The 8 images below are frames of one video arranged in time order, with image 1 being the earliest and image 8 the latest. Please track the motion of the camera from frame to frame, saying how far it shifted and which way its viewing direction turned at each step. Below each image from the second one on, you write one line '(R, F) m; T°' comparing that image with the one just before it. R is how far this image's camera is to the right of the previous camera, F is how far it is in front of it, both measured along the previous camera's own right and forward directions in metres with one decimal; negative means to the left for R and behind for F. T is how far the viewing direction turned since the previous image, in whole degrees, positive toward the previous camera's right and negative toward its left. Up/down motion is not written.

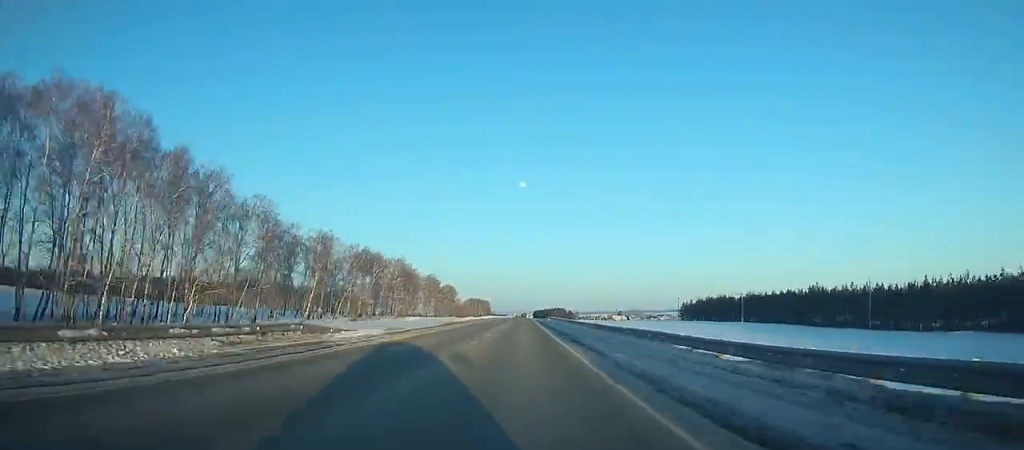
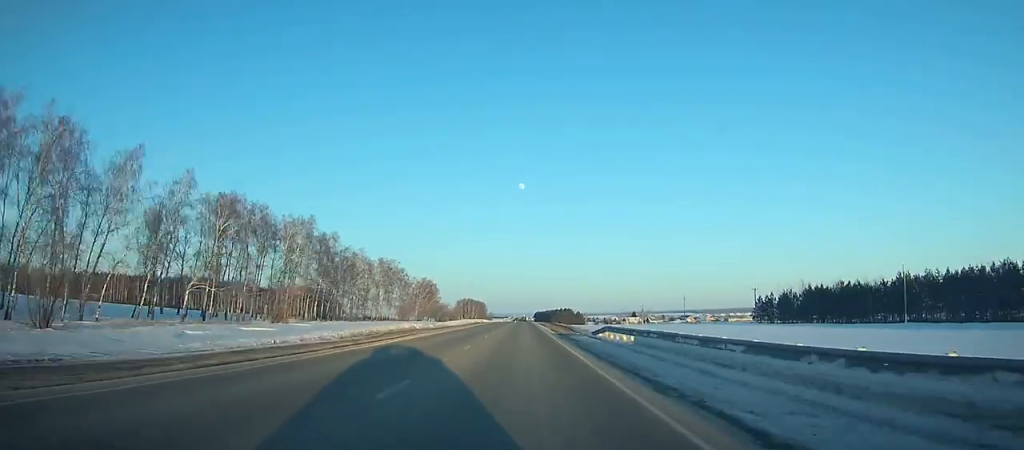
(-0.3, +75.3) m; 0°
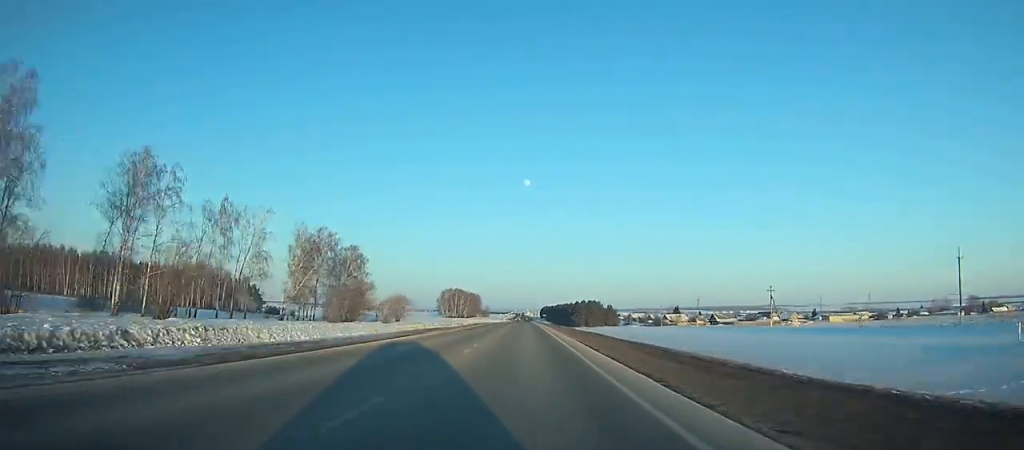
(-0.1, +135.4) m; 0°
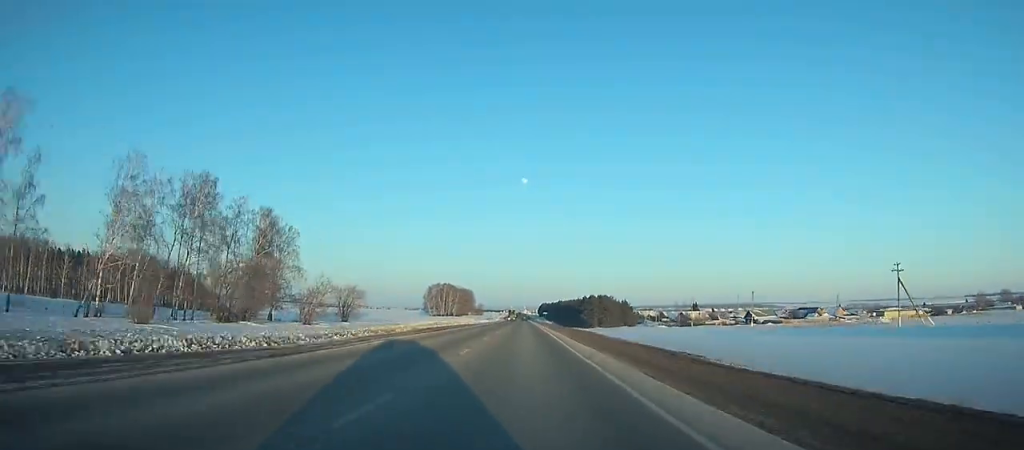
(0.0, +48.0) m; 0°
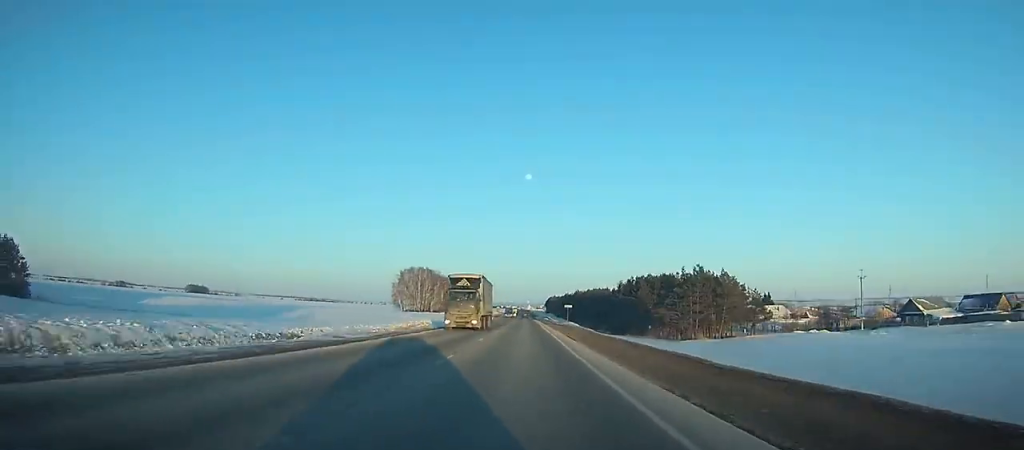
(+0.1, +98.9) m; 0°
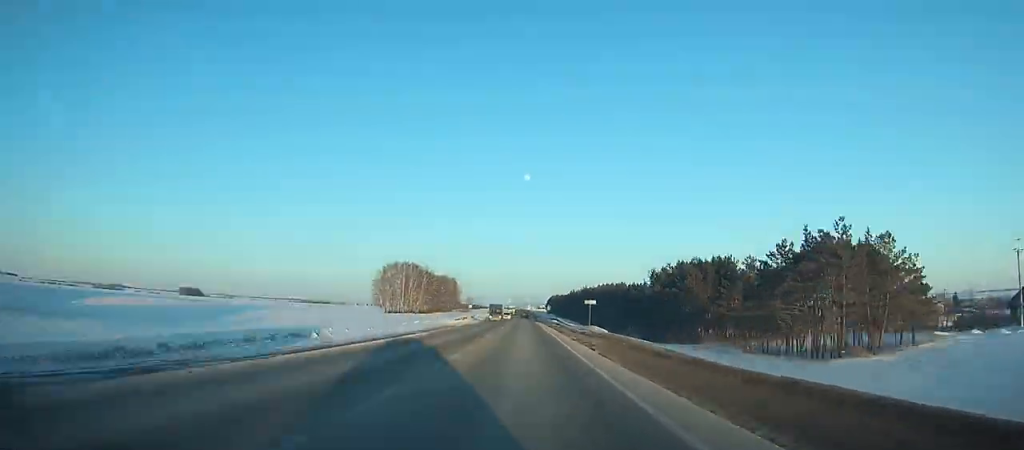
(-0.1, +36.8) m; 0°
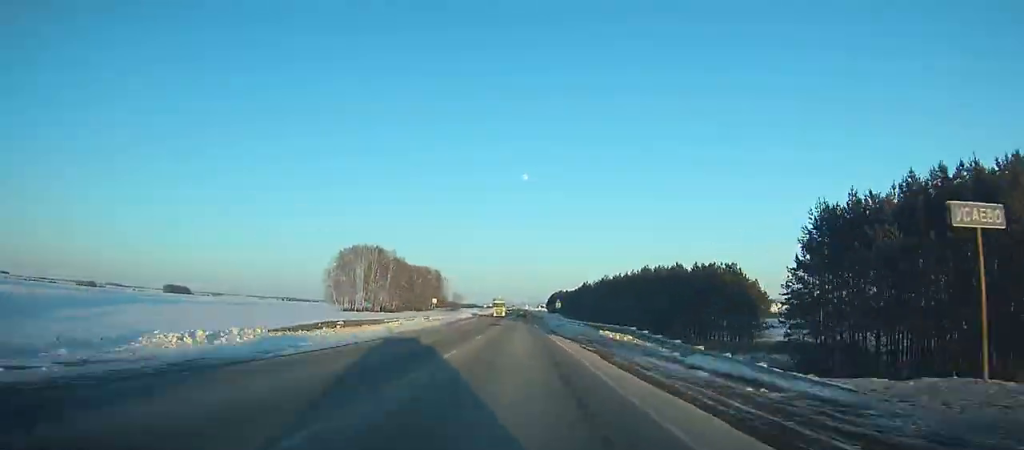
(-0.2, +59.3) m; 0°
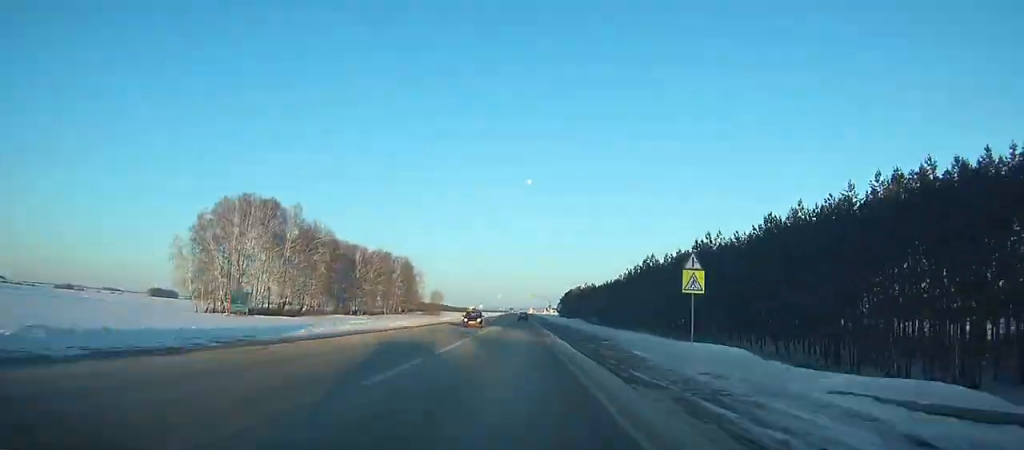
(+0.1, +87.5) m; 0°
